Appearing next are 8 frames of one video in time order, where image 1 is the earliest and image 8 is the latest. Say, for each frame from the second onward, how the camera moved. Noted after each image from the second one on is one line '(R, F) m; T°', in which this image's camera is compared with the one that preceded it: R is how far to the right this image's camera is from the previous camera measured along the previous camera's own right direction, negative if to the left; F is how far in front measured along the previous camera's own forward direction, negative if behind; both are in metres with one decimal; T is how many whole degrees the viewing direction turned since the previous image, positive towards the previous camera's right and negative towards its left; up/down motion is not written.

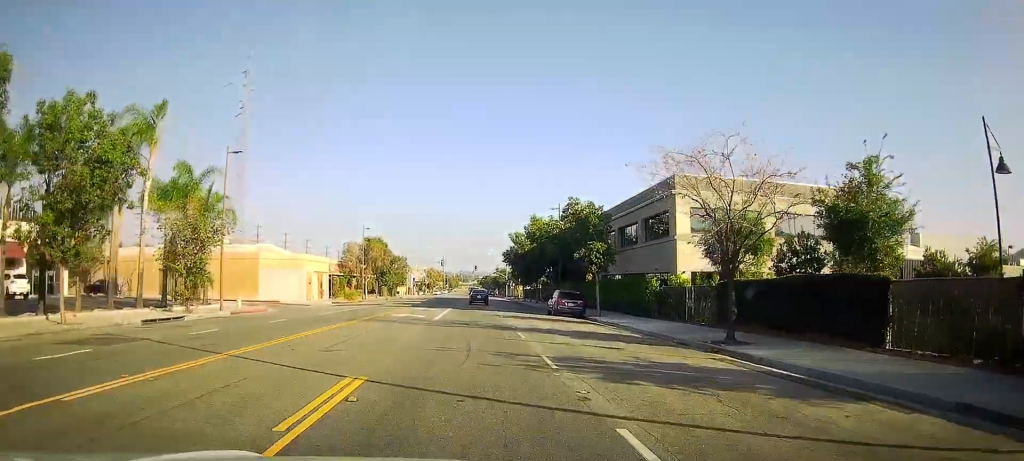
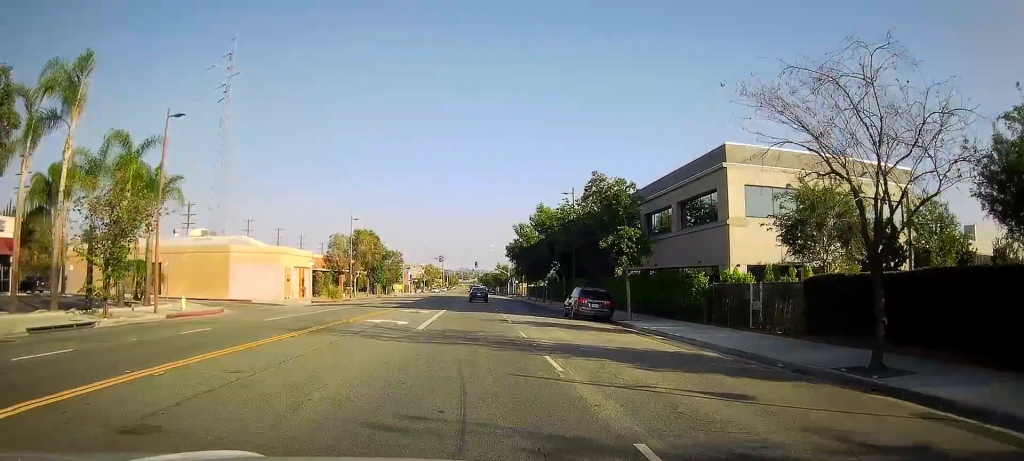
(+0.1, +7.9) m; 0°
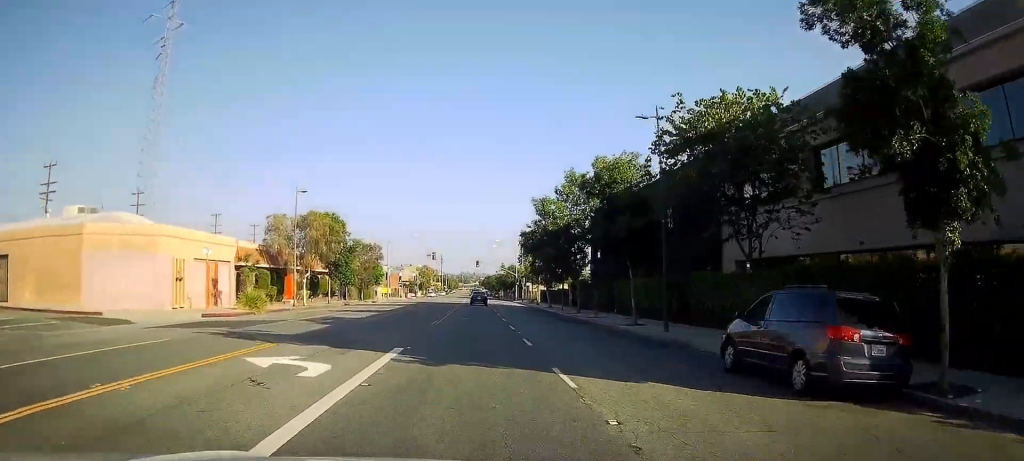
(-0.1, +24.0) m; 0°
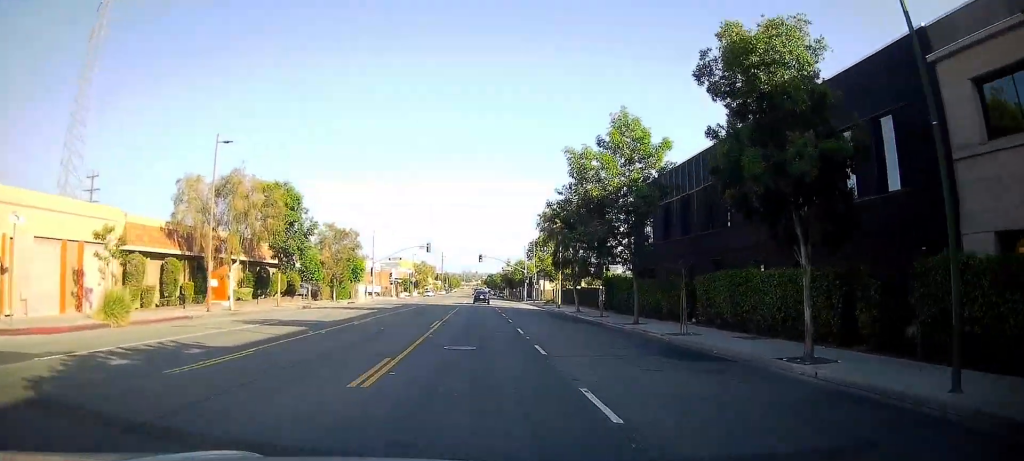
(+0.1, +17.3) m; 0°
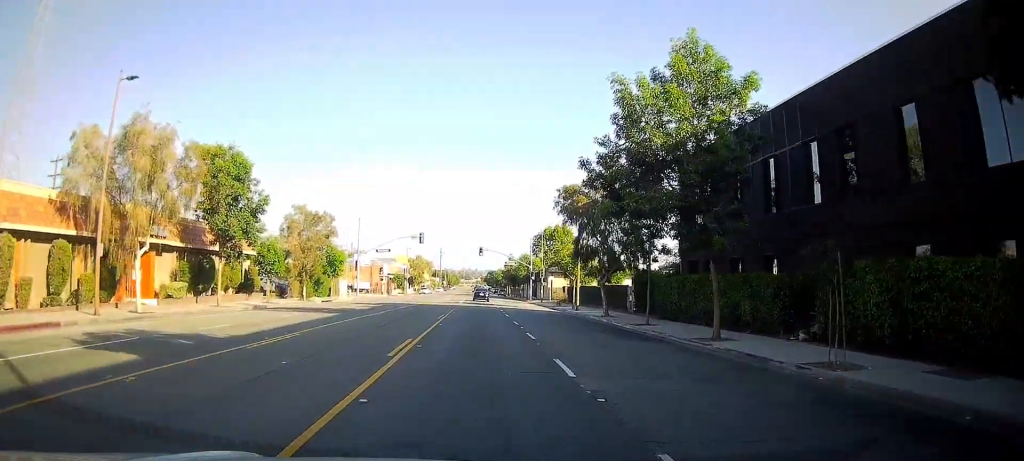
(-0.1, +10.9) m; 0°
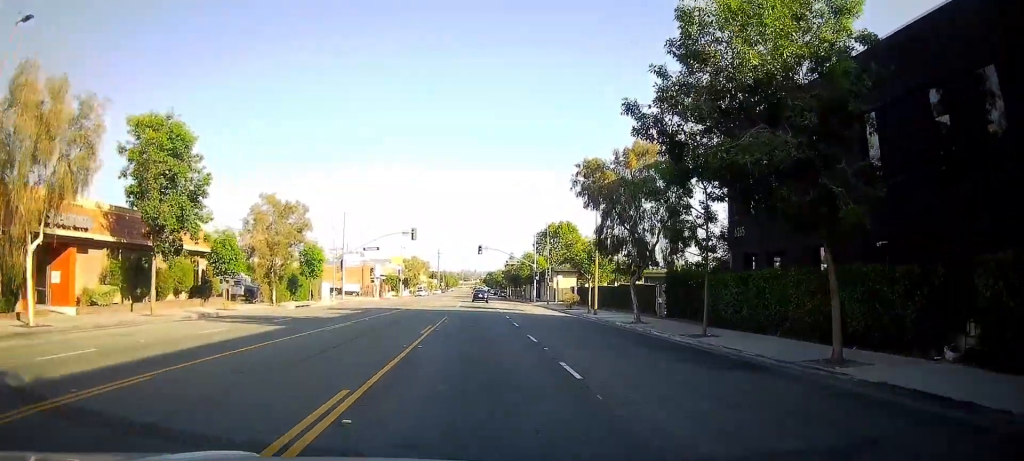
(+0.1, +8.3) m; 0°
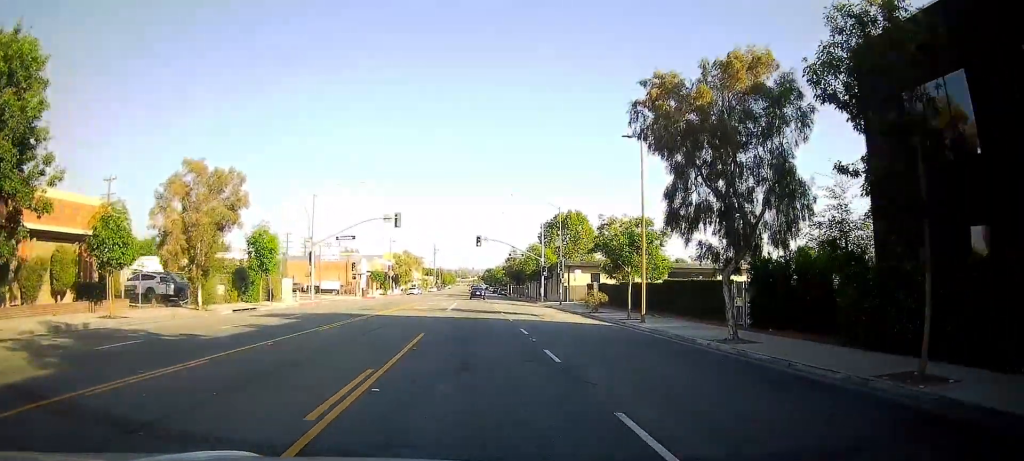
(0.0, +12.8) m; 0°
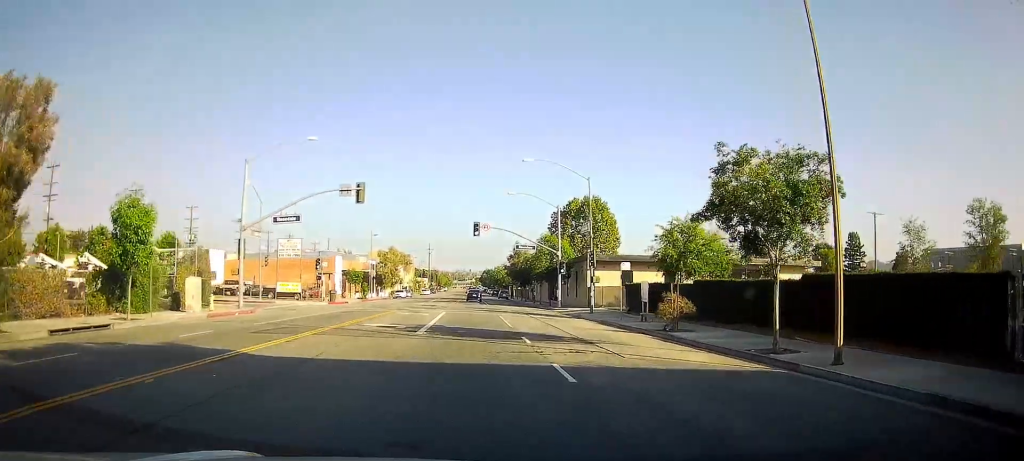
(-0.1, +16.9) m; 0°
